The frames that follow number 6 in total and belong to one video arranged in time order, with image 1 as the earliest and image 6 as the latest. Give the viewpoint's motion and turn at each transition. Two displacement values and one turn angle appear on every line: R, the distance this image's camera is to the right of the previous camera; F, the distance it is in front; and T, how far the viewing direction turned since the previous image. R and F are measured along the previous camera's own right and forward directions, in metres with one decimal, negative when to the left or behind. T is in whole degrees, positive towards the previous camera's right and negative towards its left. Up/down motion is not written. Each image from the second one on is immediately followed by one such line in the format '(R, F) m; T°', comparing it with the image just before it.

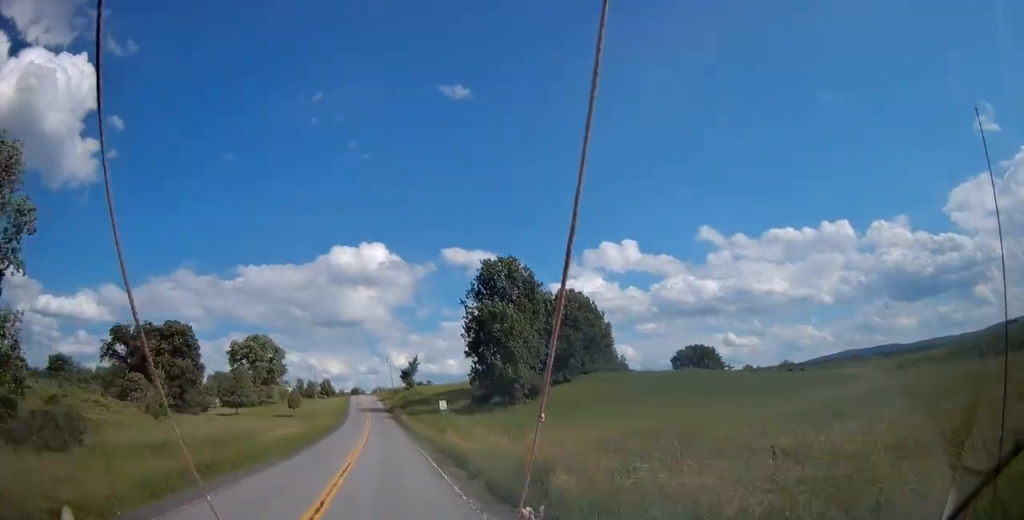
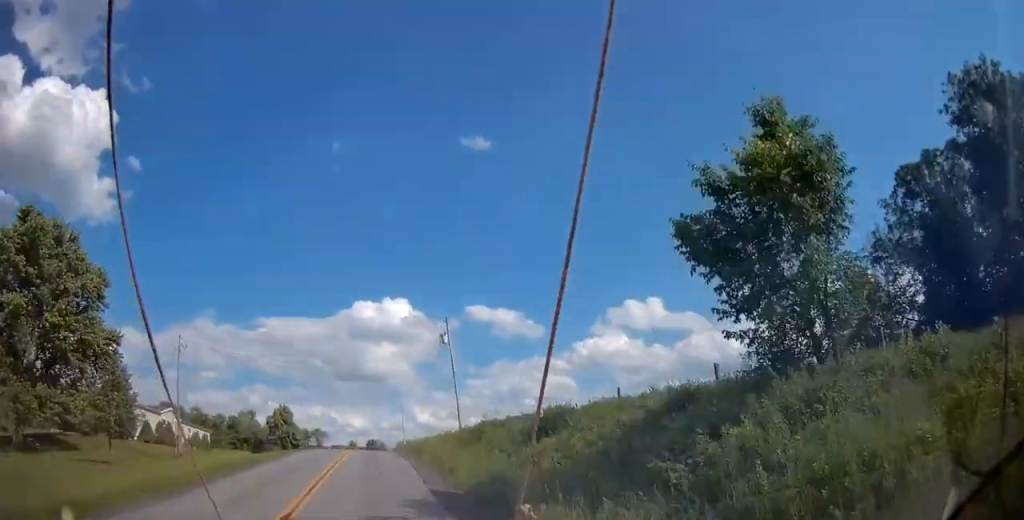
(-1.5, +100.0) m; -2°
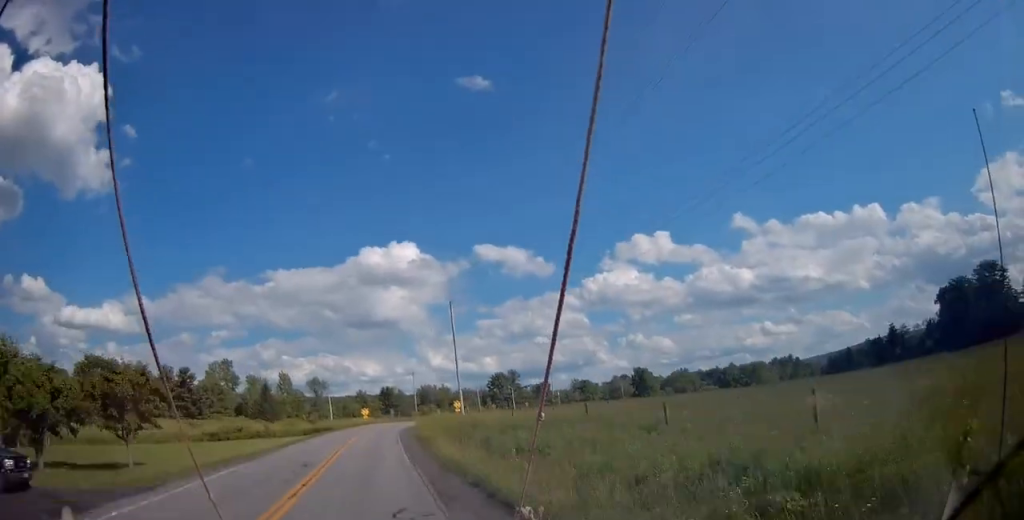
(-0.9, +66.9) m; +2°
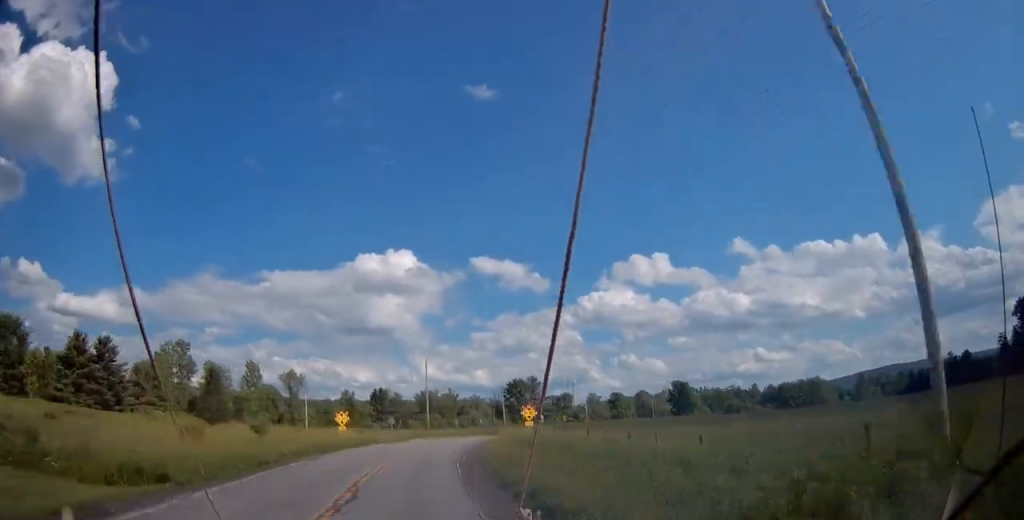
(+1.6, +42.9) m; +5°
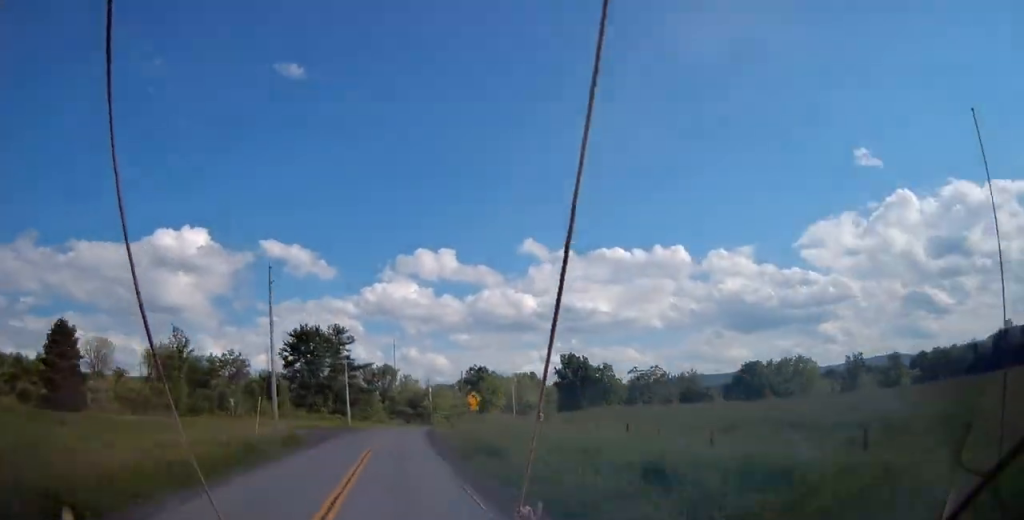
(+10.8, +85.3) m; +16°
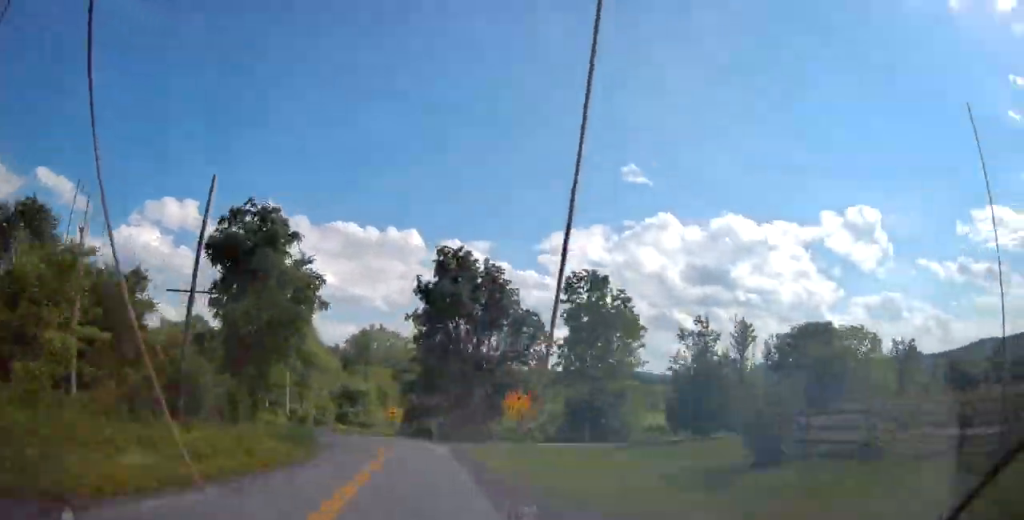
(+13.5, +79.6) m; +13°
